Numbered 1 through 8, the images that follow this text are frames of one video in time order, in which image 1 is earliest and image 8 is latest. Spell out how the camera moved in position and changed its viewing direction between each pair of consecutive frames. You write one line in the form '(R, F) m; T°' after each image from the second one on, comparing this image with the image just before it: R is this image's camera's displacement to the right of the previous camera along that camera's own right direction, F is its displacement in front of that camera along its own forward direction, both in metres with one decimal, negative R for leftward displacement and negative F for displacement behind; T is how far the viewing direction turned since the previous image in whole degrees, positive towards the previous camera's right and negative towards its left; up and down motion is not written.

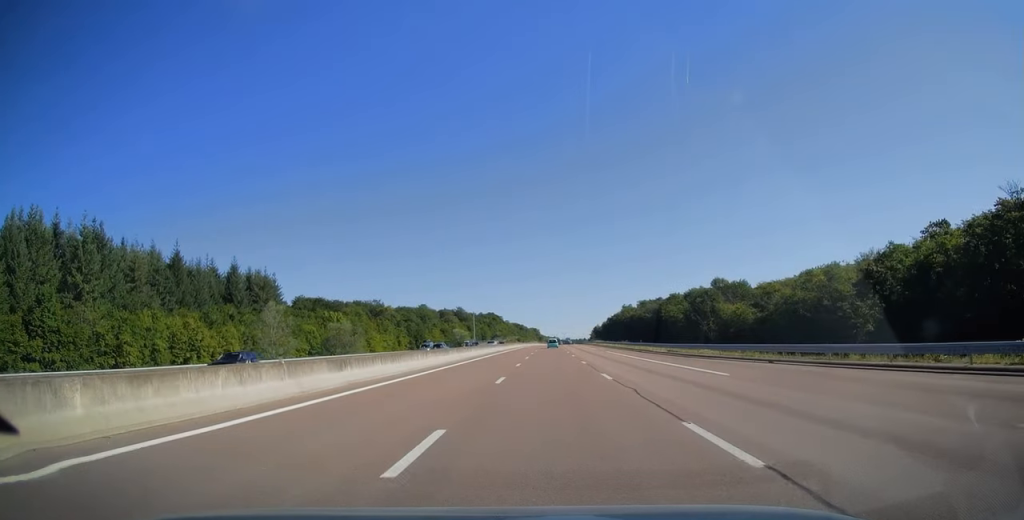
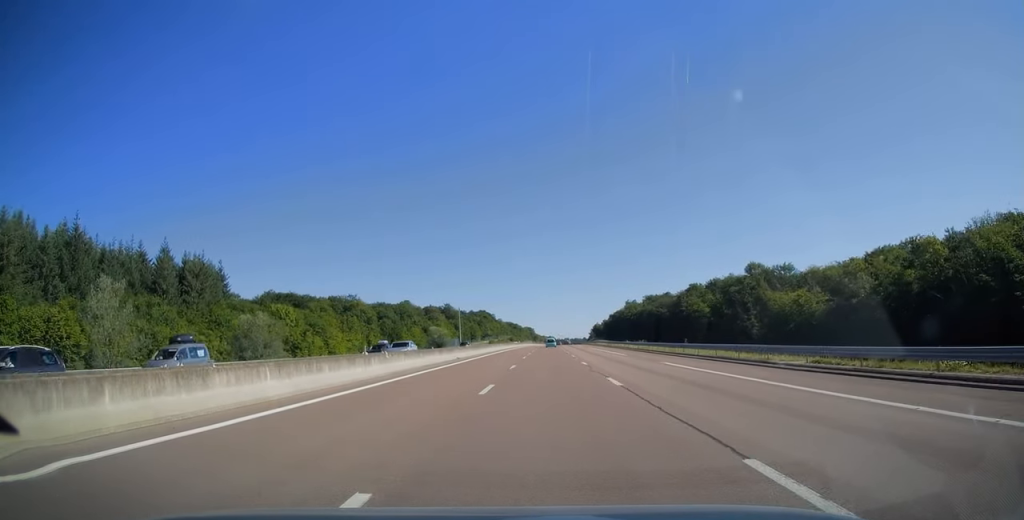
(+0.1, +29.2) m; 0°
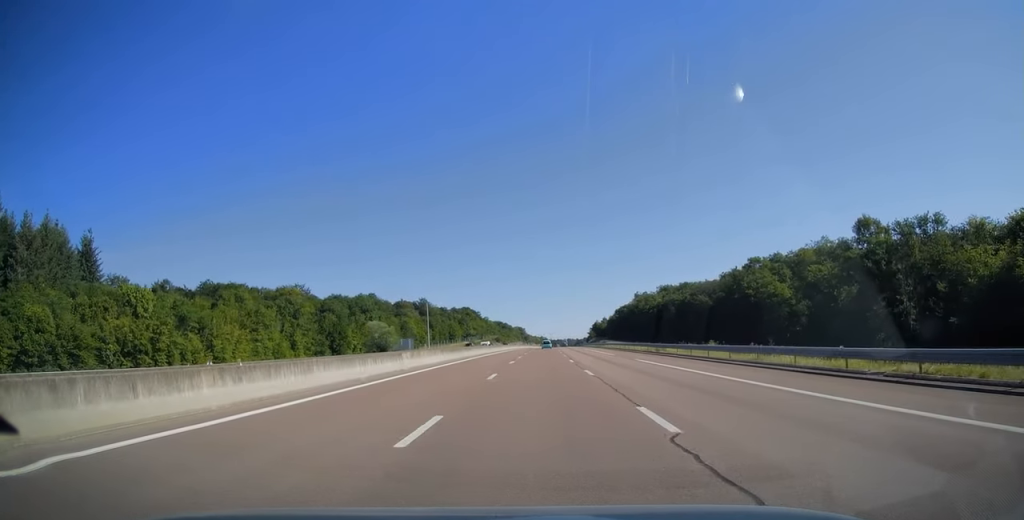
(+0.3, +47.8) m; +1°
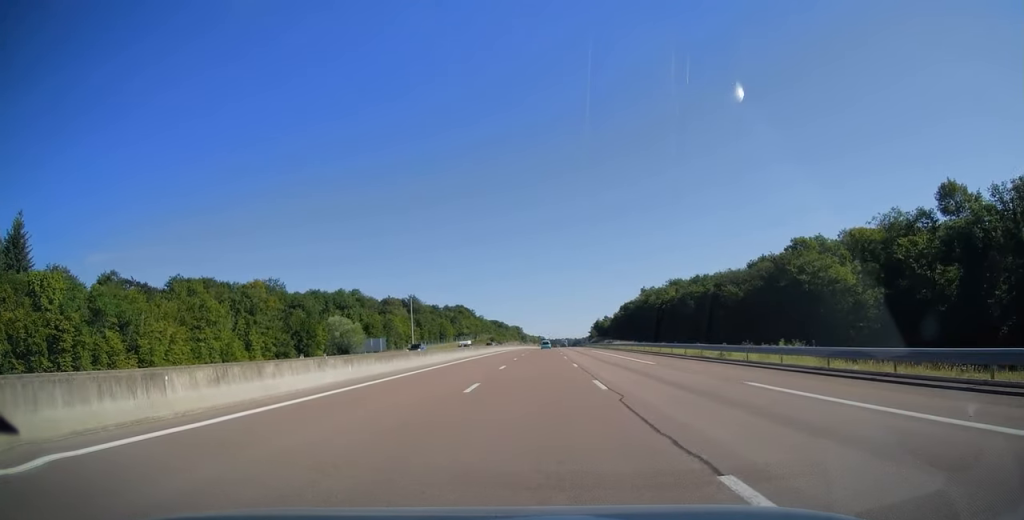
(0.0, +19.0) m; 0°
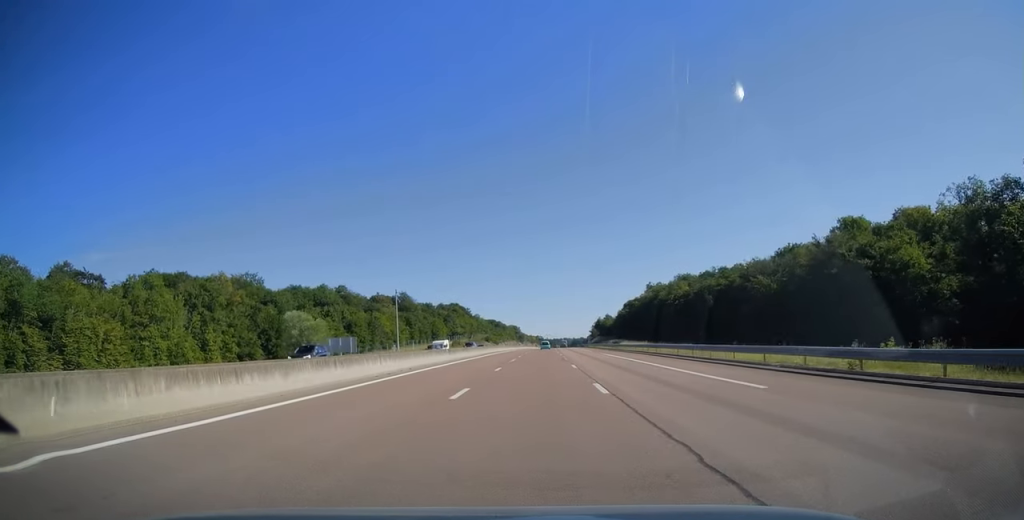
(0.0, +14.4) m; 0°
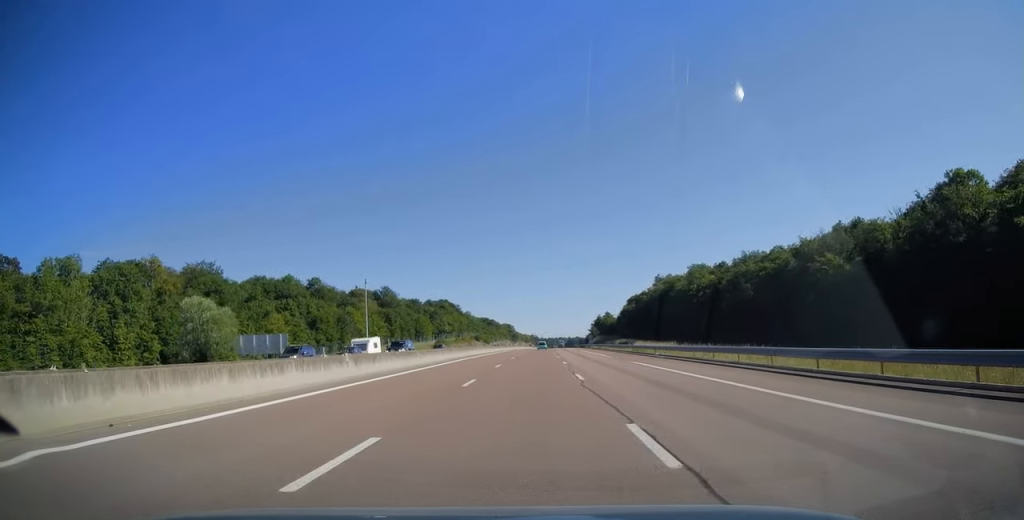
(+0.1, +21.5) m; 0°
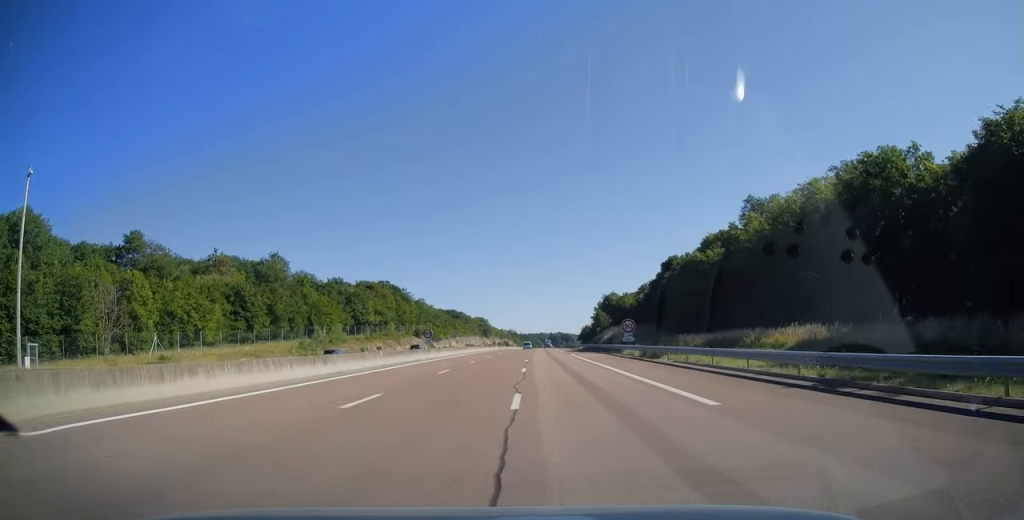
(+1.3, +86.8) m; +2°
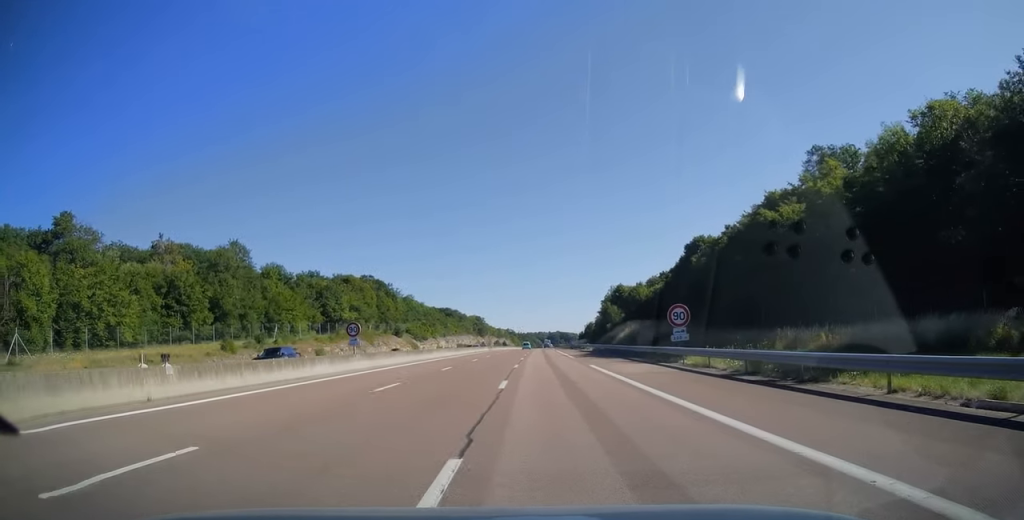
(0.0, +21.2) m; 0°
